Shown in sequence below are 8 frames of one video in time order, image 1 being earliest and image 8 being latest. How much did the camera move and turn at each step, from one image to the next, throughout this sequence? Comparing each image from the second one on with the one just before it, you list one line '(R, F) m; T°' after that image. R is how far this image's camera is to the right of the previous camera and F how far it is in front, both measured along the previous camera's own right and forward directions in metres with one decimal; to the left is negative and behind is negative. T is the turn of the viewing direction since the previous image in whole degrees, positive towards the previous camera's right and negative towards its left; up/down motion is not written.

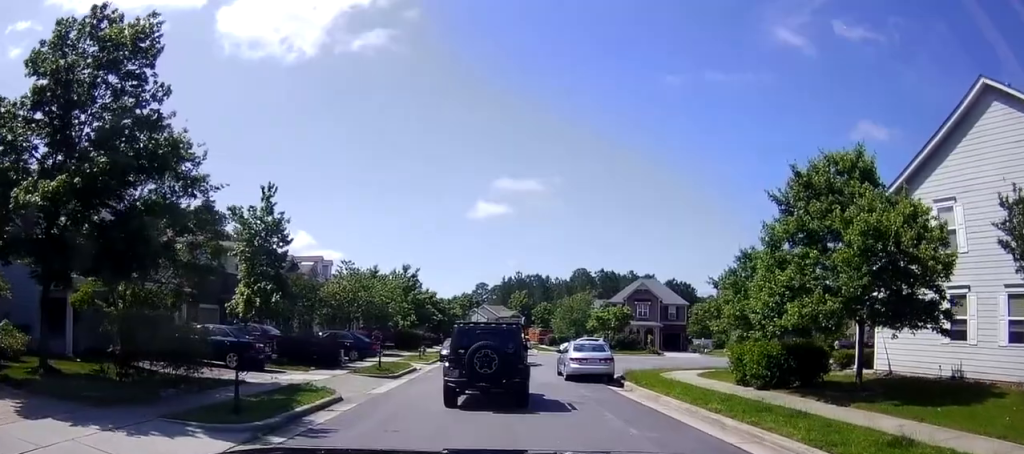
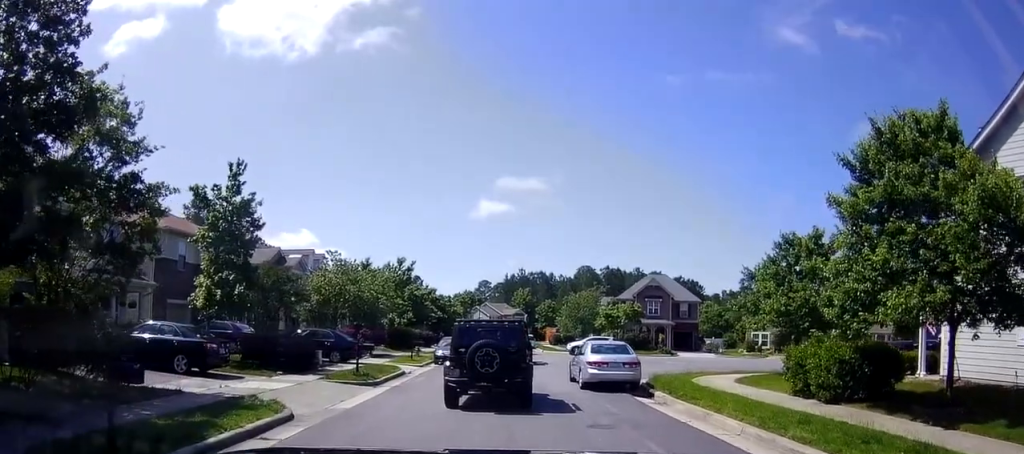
(0.0, +3.6) m; -5°
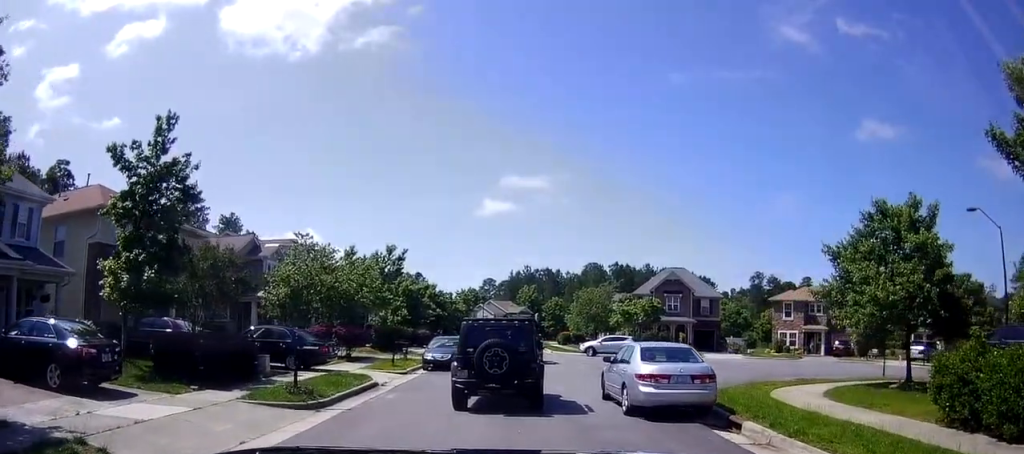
(-0.6, +6.2) m; -5°
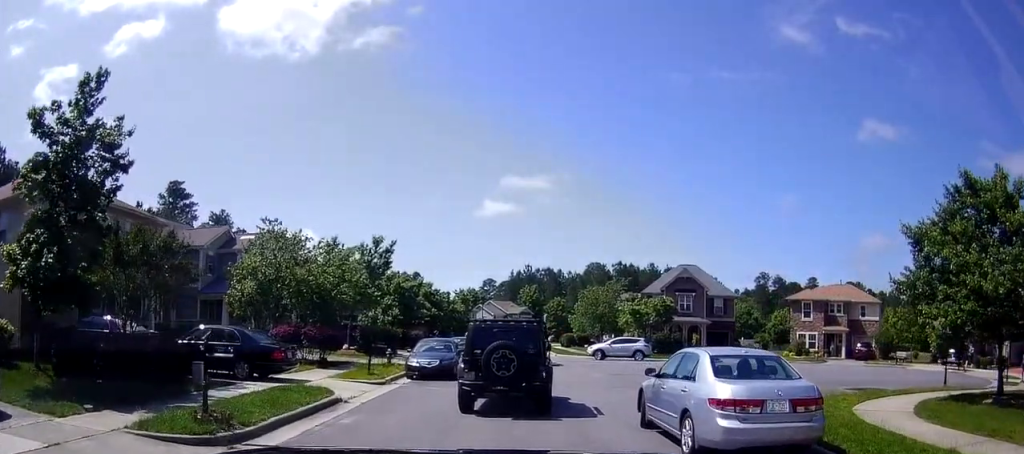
(0.0, +4.2) m; +4°
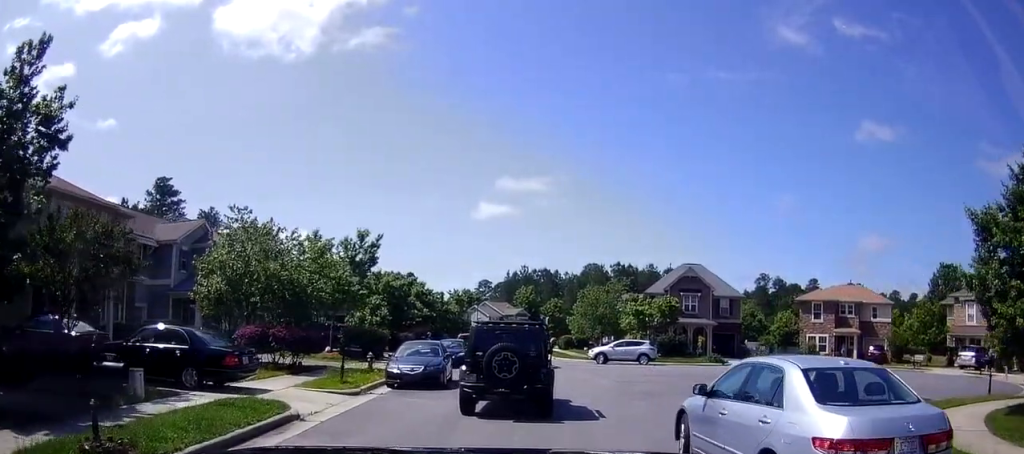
(+0.3, +2.6) m; 0°
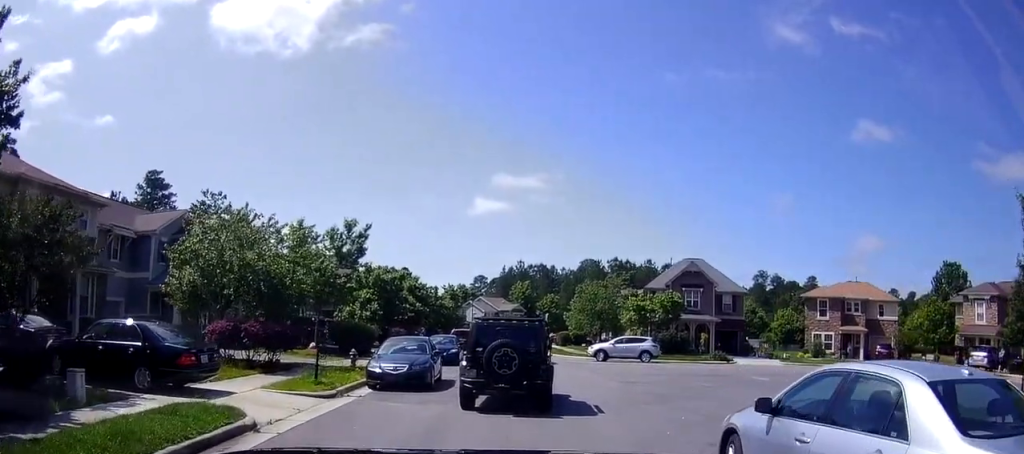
(+0.1, +1.8) m; 0°
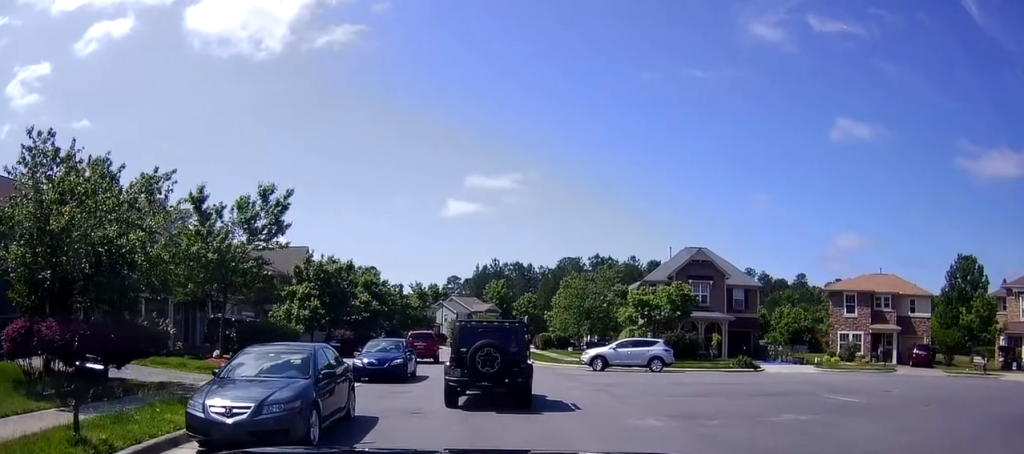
(0.0, +8.1) m; +5°
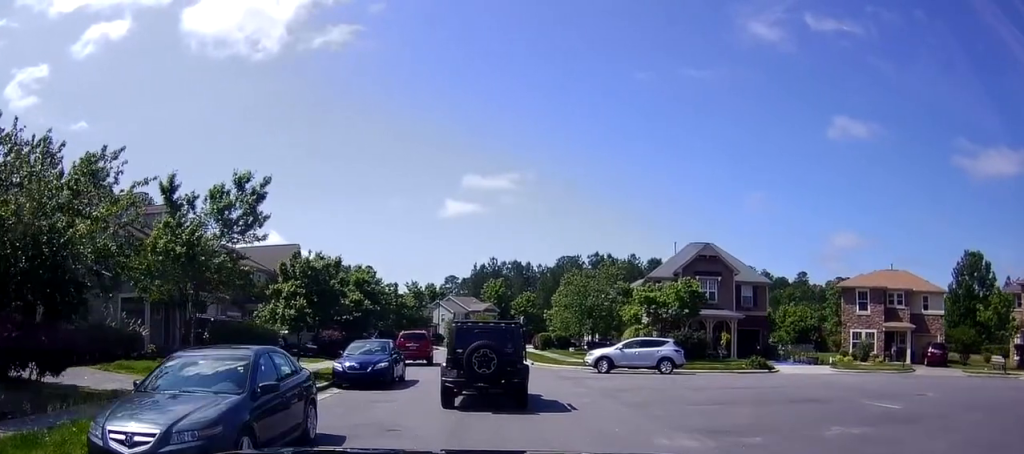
(0.0, +2.2) m; -1°
